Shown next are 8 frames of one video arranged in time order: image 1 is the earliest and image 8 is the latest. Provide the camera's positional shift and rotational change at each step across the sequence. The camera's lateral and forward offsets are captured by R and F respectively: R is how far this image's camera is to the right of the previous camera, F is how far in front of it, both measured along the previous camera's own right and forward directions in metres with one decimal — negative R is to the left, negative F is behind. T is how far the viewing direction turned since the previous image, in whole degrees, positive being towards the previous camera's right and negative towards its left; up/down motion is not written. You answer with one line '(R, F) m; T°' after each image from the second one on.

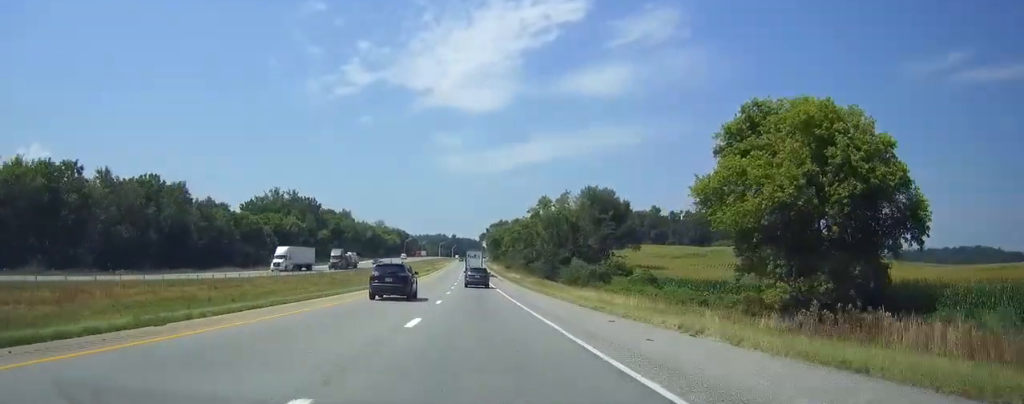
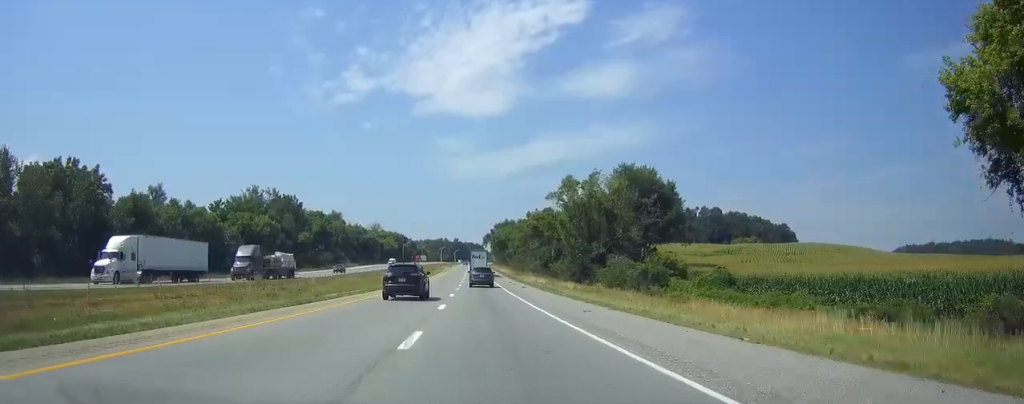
(-0.1, +28.8) m; 0°
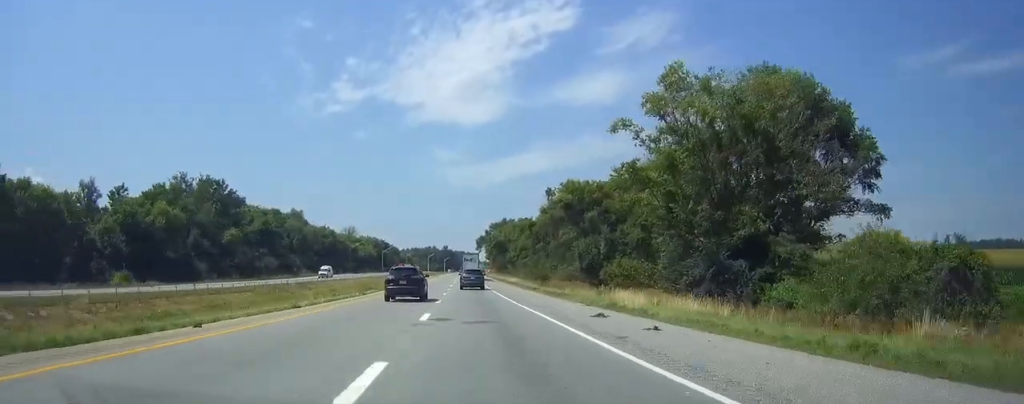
(0.0, +54.4) m; 0°
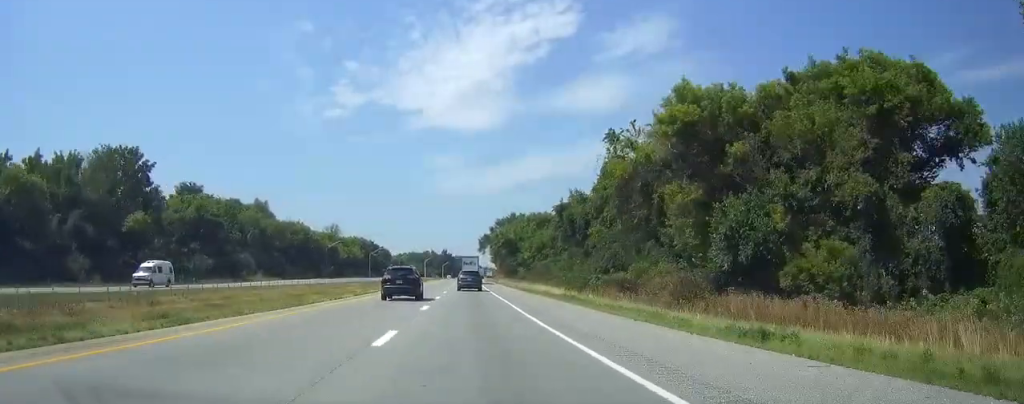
(-0.2, +43.6) m; 0°
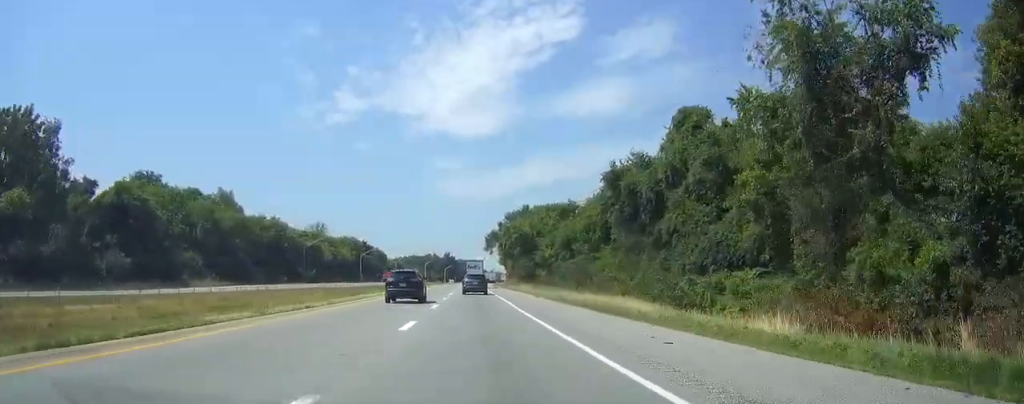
(0.0, +32.9) m; 0°
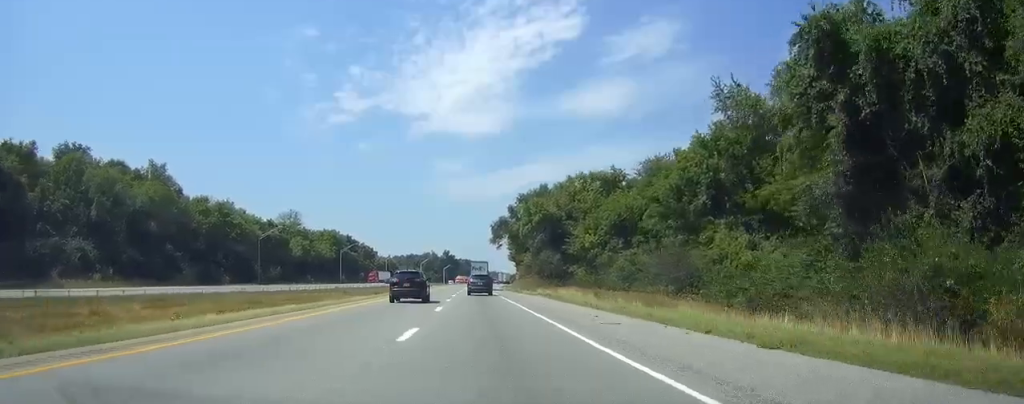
(0.0, +39.3) m; 0°
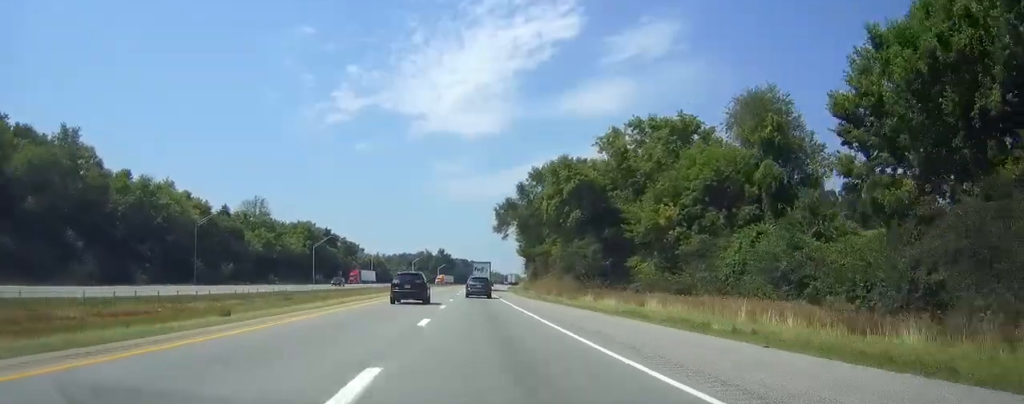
(-0.1, +31.9) m; 0°
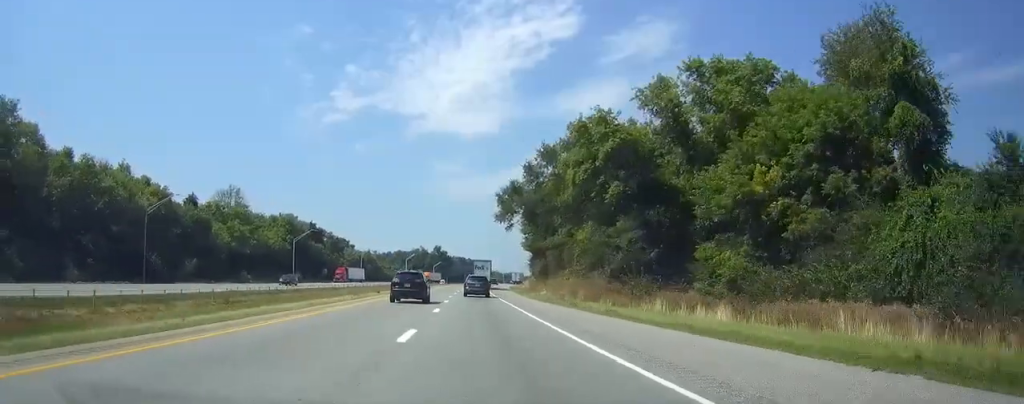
(0.0, +17.0) m; 0°
